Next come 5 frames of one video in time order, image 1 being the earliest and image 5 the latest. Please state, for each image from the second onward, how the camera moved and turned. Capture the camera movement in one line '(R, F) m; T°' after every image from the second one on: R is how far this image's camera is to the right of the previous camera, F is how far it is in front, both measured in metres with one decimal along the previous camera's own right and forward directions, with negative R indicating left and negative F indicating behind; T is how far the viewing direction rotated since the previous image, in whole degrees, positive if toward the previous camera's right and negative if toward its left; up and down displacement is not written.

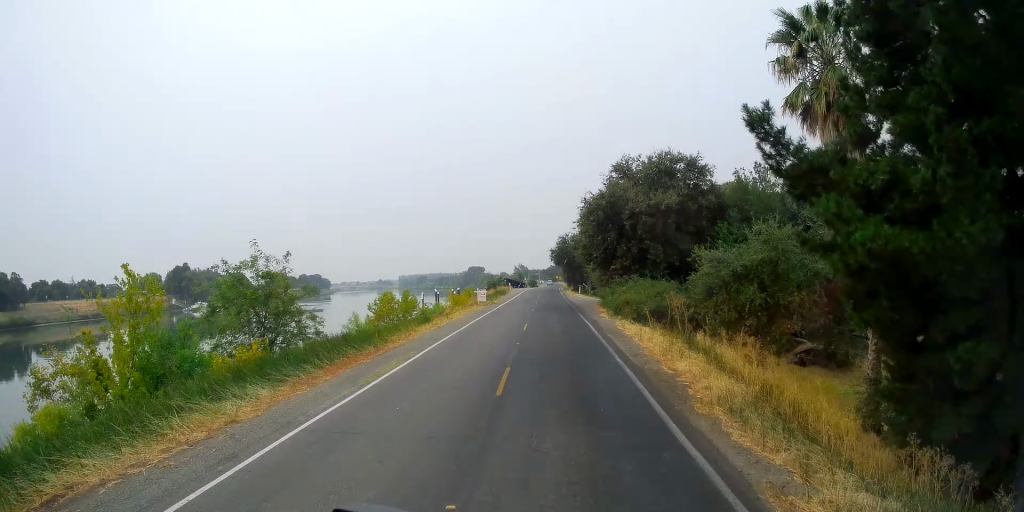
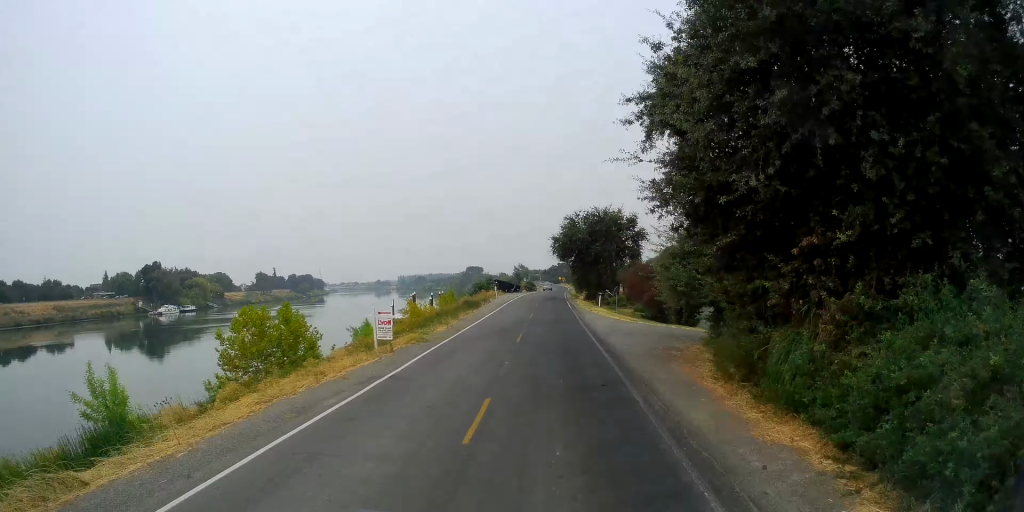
(0.0, +32.7) m; 0°
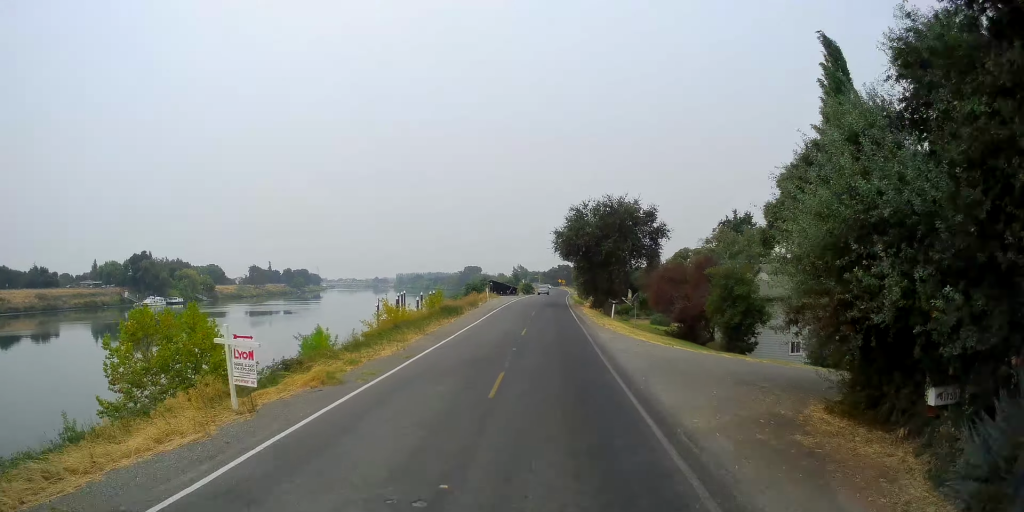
(+0.2, +11.1) m; 0°
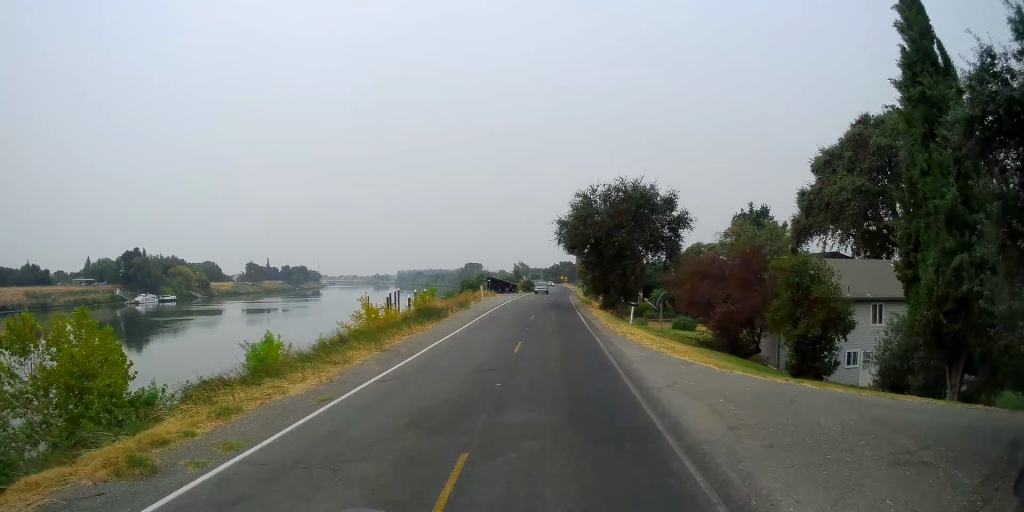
(-0.2, +8.3) m; -1°
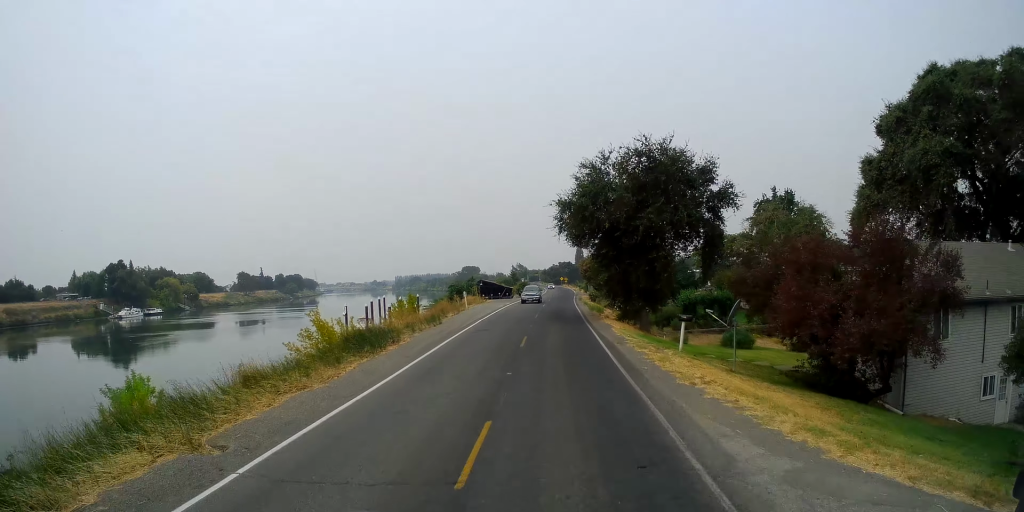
(-0.1, +13.1) m; 0°
